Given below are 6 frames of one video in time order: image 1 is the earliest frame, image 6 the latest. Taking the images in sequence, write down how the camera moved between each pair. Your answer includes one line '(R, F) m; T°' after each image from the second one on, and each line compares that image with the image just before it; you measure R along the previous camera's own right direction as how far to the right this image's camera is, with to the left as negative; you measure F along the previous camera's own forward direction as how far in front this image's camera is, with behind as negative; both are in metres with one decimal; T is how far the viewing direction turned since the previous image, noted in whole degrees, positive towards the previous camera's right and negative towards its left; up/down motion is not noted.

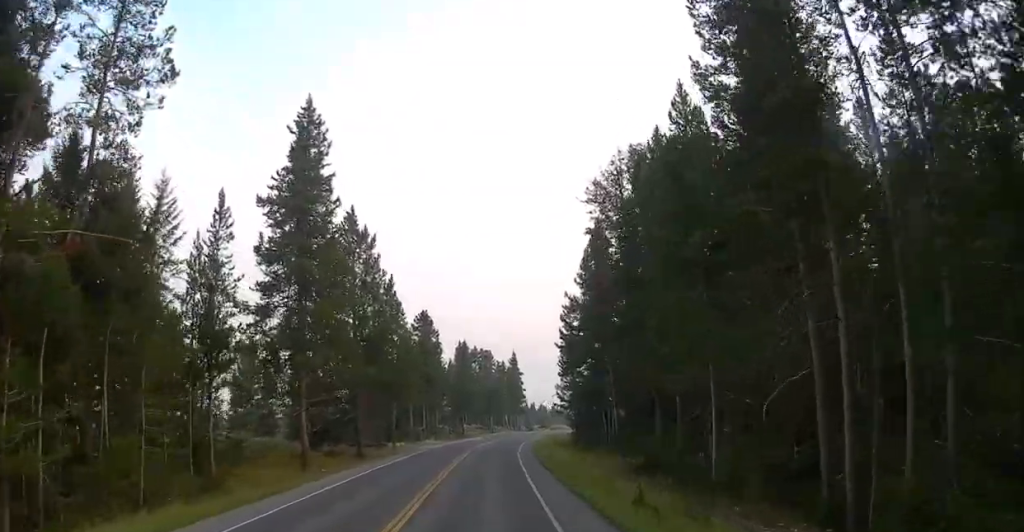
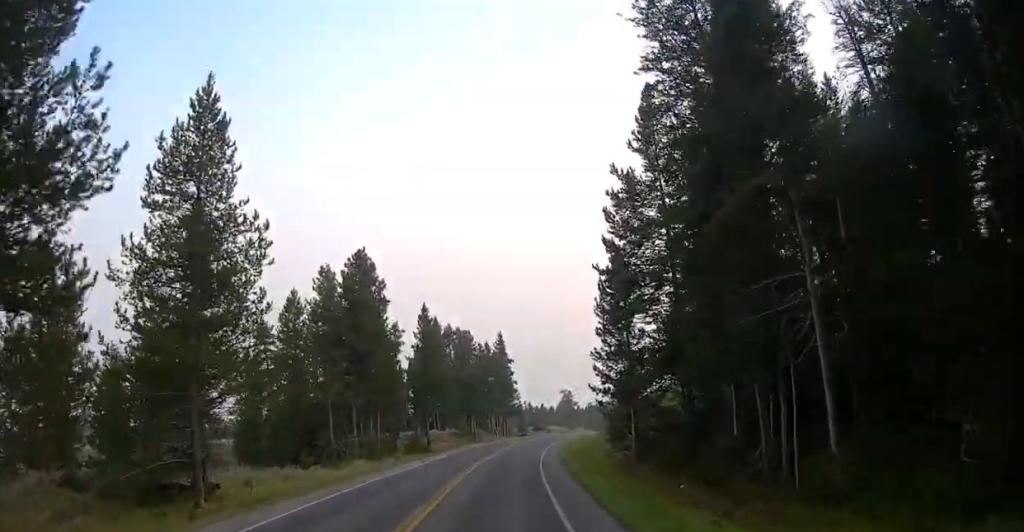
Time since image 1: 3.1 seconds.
(+1.2, +38.3) m; +2°
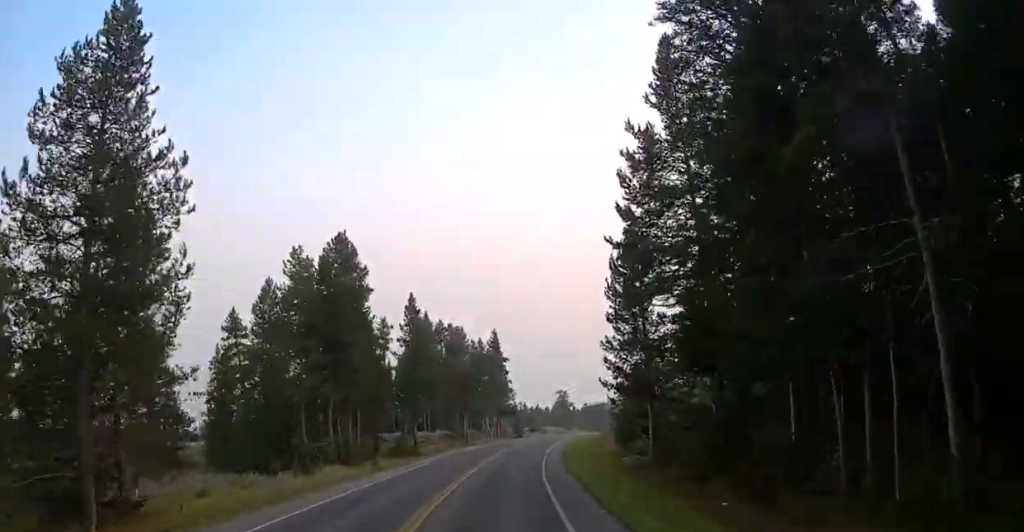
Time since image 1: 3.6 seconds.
(-0.1, +5.8) m; -1°
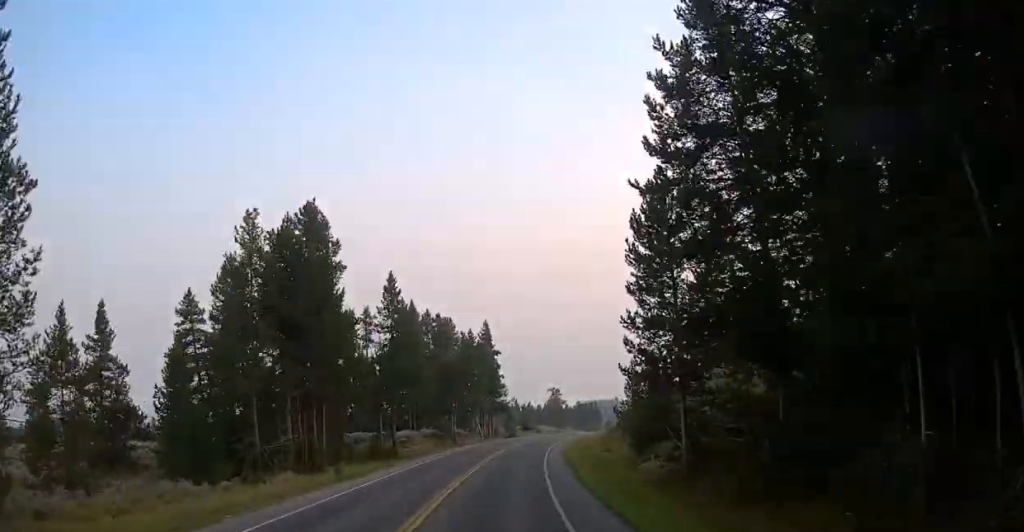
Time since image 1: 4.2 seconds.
(+0.1, +7.2) m; +1°
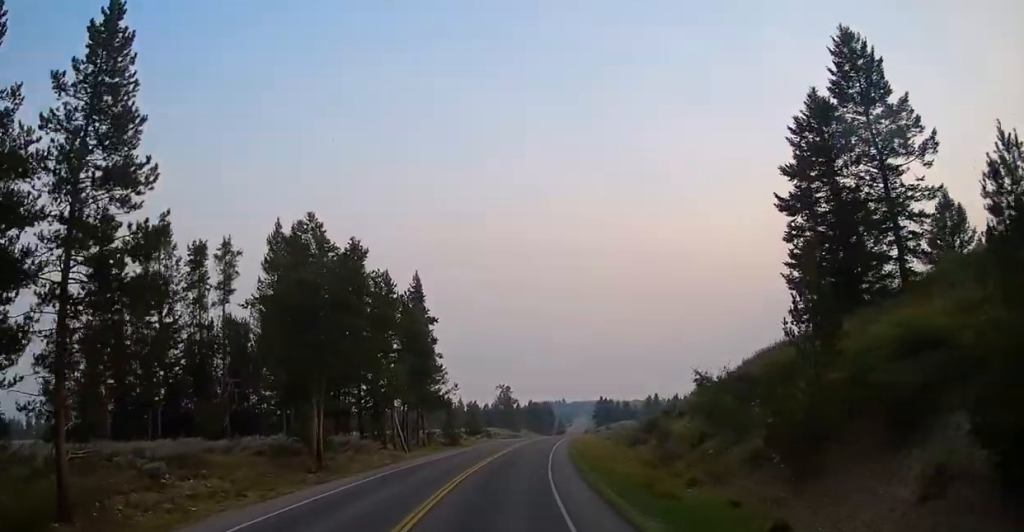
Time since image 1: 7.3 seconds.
(+2.4, +36.6) m; +7°
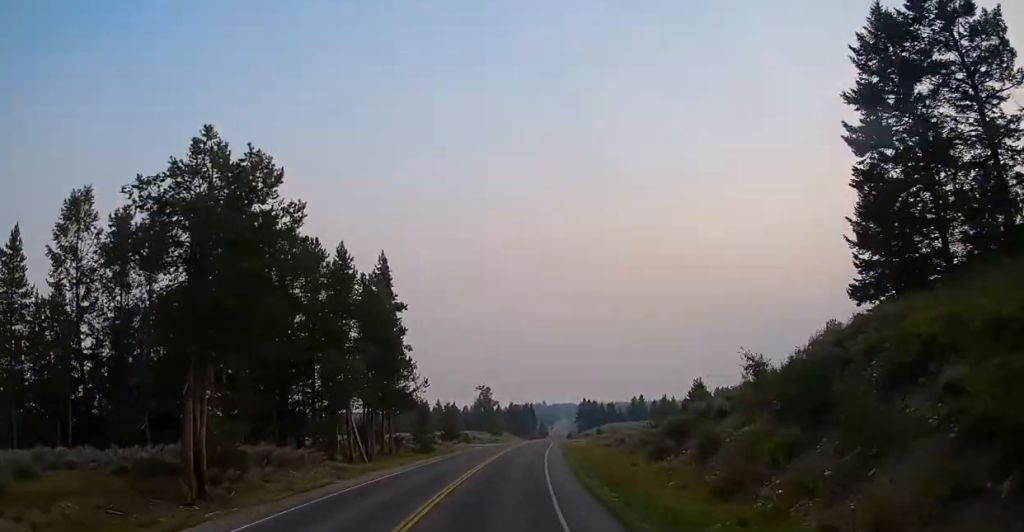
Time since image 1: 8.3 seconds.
(+0.1, +10.3) m; +2°
